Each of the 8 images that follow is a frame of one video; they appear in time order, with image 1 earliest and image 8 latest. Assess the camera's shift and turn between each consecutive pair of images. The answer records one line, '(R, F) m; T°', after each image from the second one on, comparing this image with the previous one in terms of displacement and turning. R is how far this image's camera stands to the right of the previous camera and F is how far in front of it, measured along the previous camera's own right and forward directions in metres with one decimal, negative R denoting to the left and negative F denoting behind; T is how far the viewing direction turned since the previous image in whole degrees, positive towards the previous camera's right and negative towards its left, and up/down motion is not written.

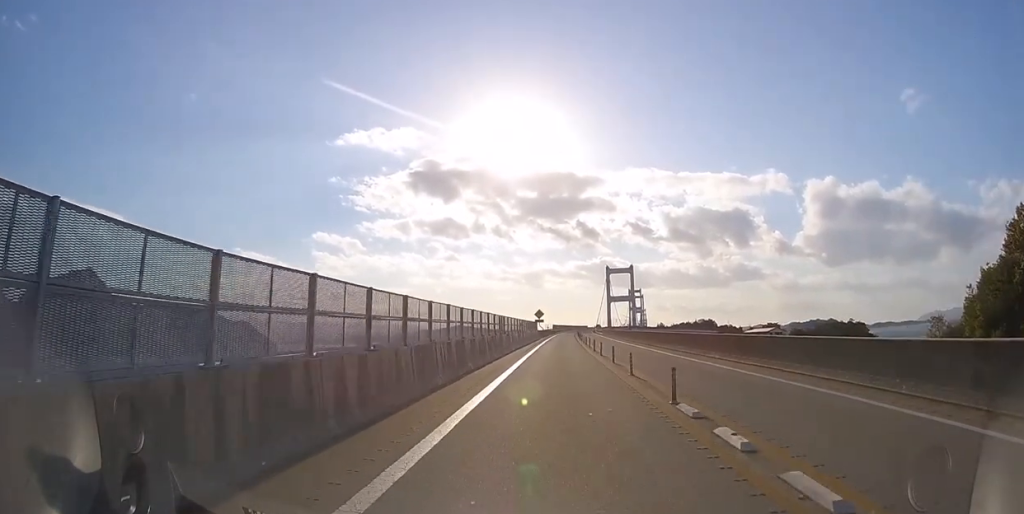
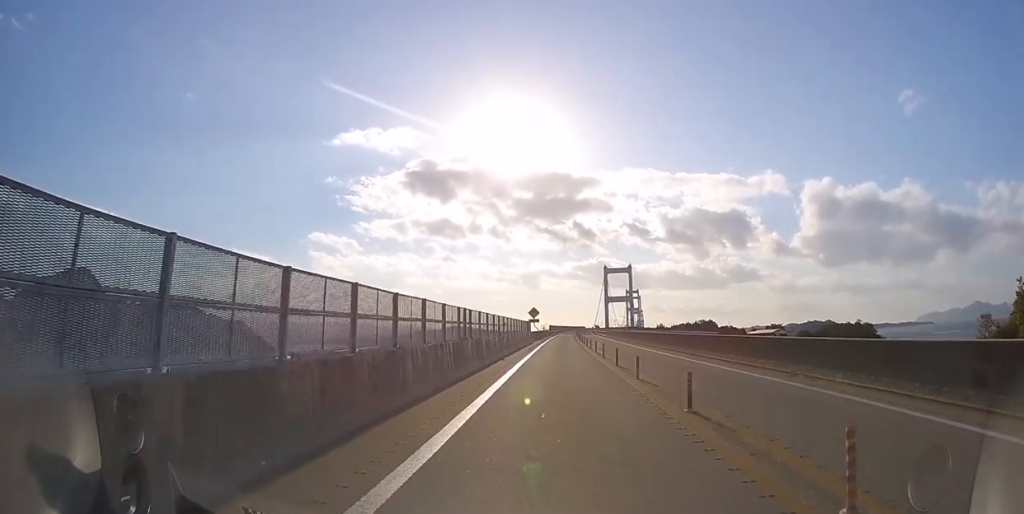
(0.0, +10.9) m; 0°
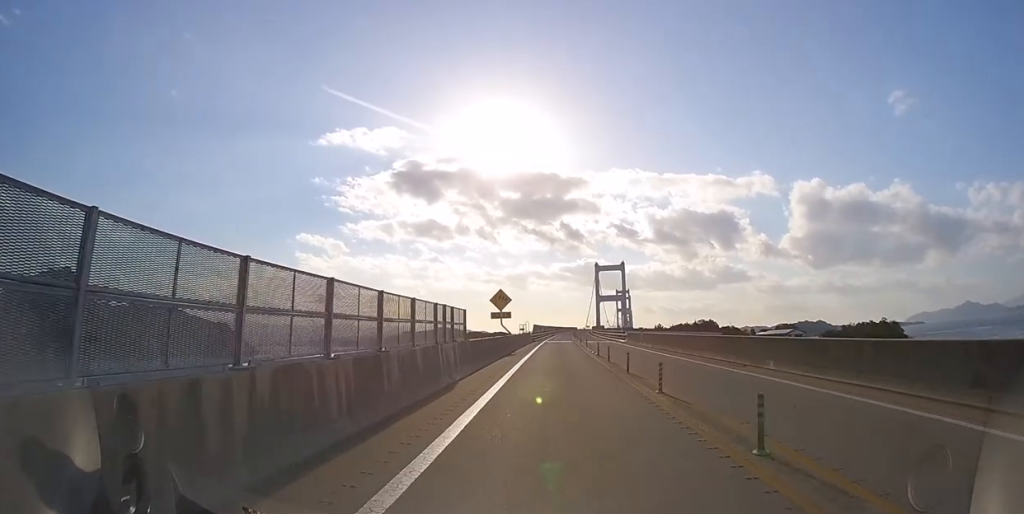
(0.0, +32.1) m; +1°
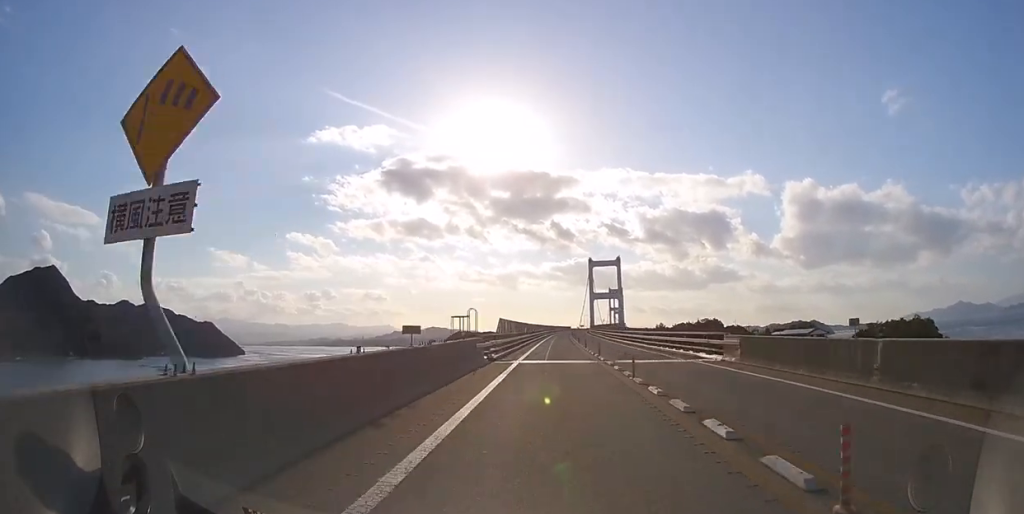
(+0.6, +31.8) m; +2°
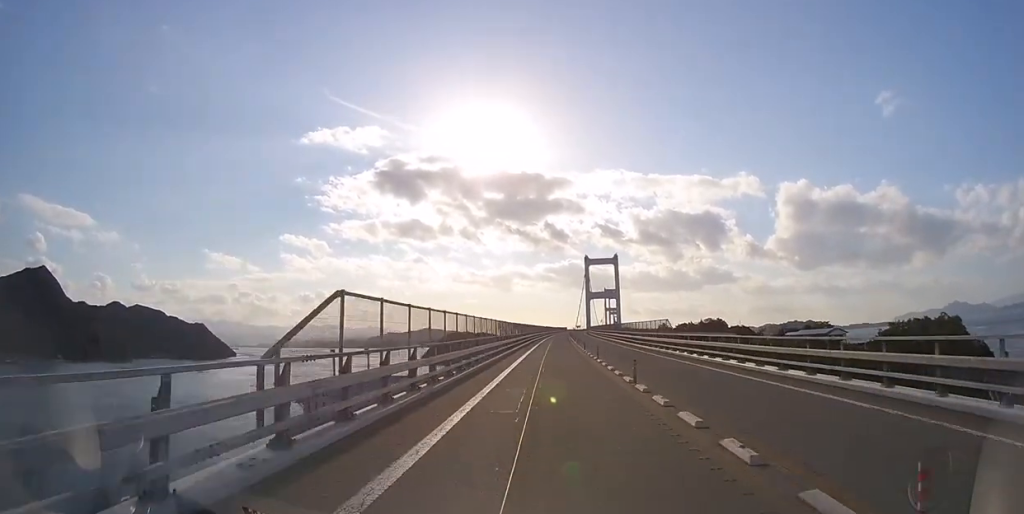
(+0.2, +20.8) m; +1°
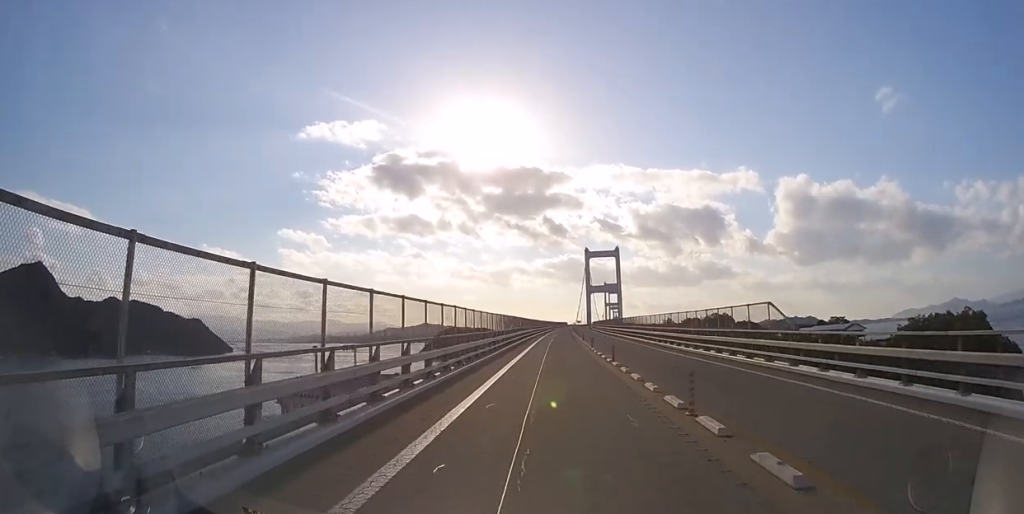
(+0.1, +14.7) m; 0°
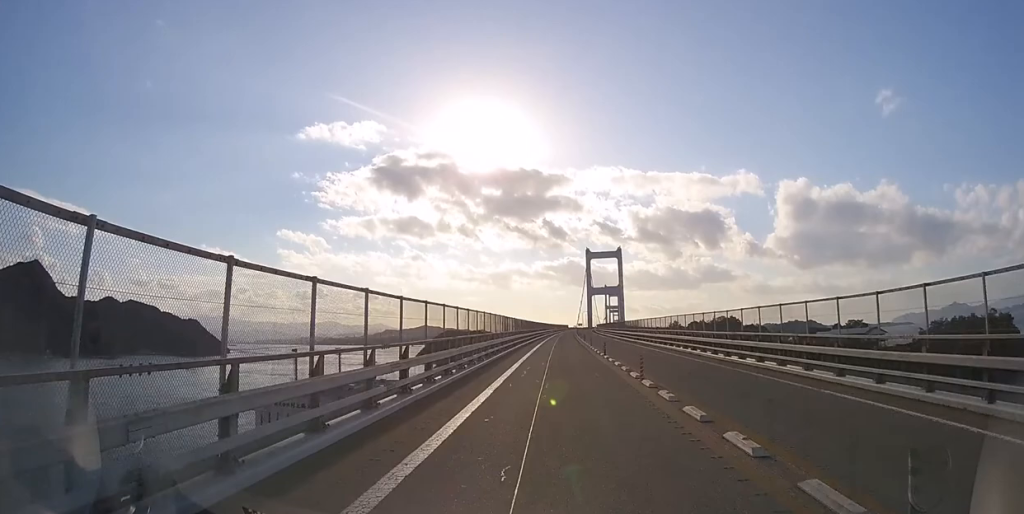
(0.0, +14.6) m; 0°
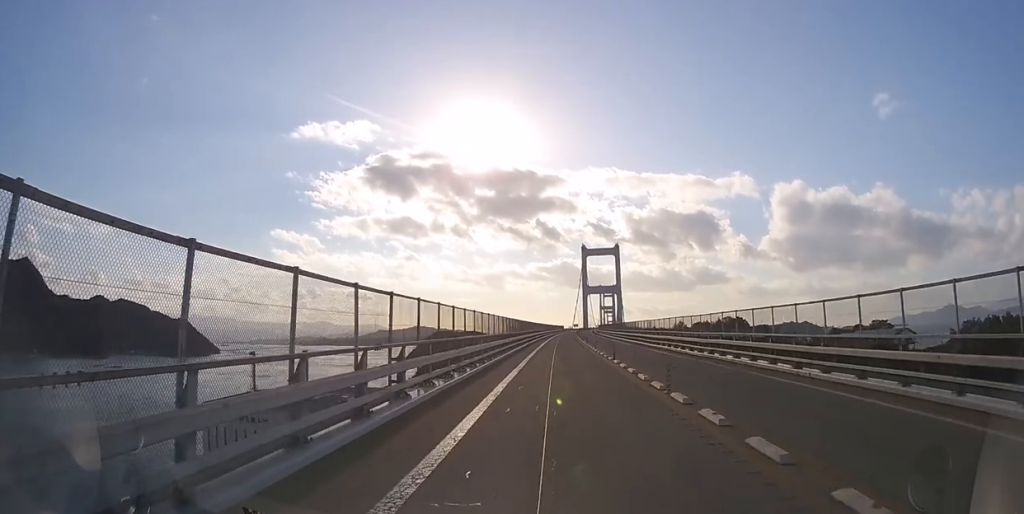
(0.0, +22.6) m; +1°
